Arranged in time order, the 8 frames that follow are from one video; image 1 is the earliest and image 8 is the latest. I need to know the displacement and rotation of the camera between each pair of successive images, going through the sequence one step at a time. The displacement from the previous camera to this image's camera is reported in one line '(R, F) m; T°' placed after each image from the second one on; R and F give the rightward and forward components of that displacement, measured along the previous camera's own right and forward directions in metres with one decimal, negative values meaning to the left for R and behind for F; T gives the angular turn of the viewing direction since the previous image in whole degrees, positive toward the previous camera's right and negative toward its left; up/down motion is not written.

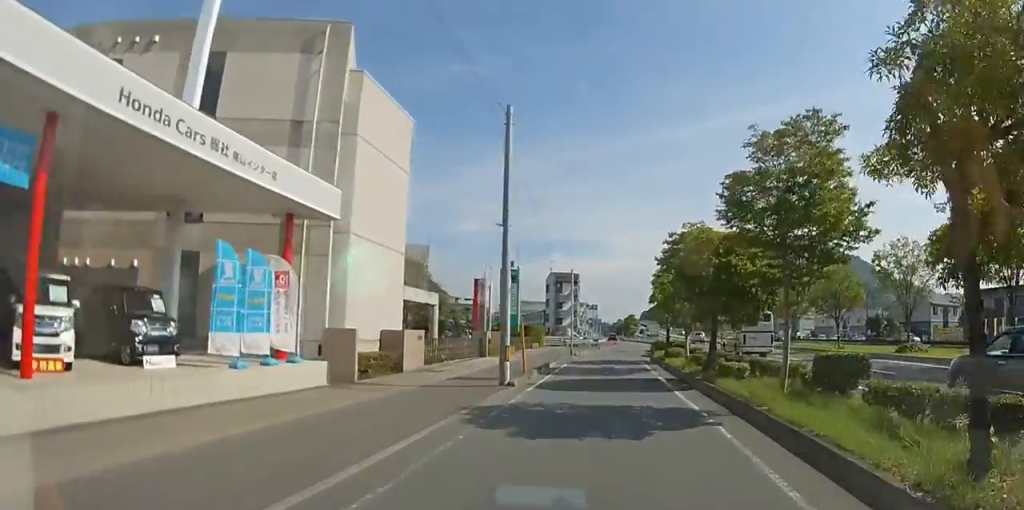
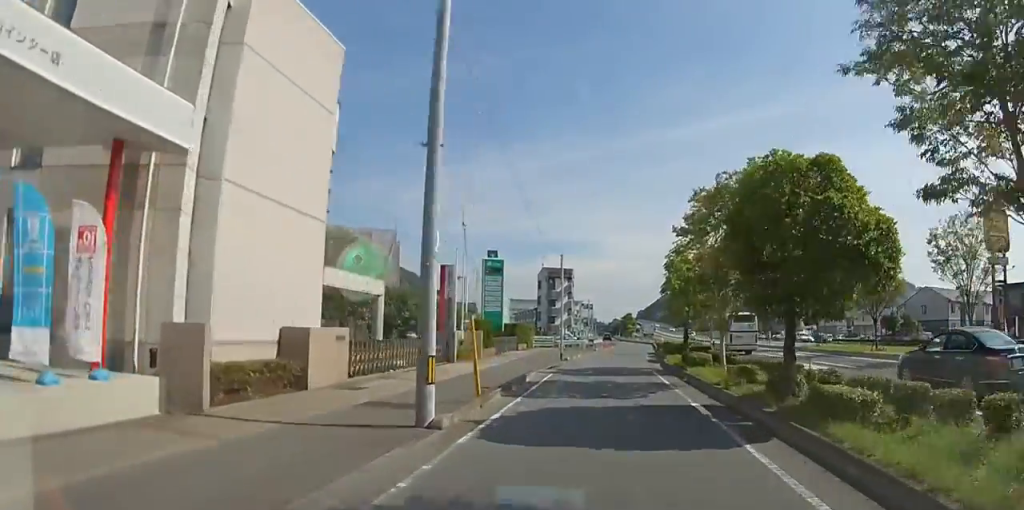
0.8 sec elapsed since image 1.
(0.0, +6.3) m; 0°
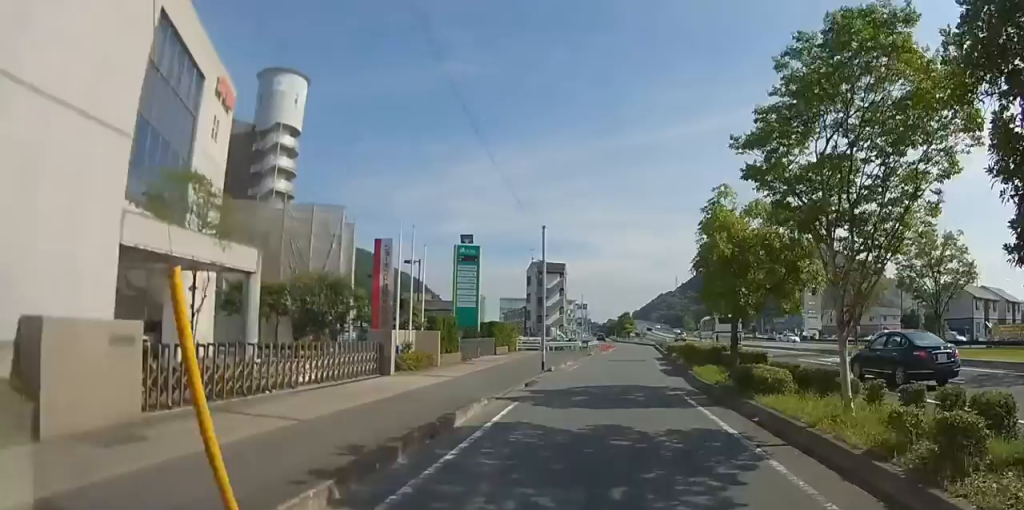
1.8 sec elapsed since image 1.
(0.0, +7.9) m; 0°
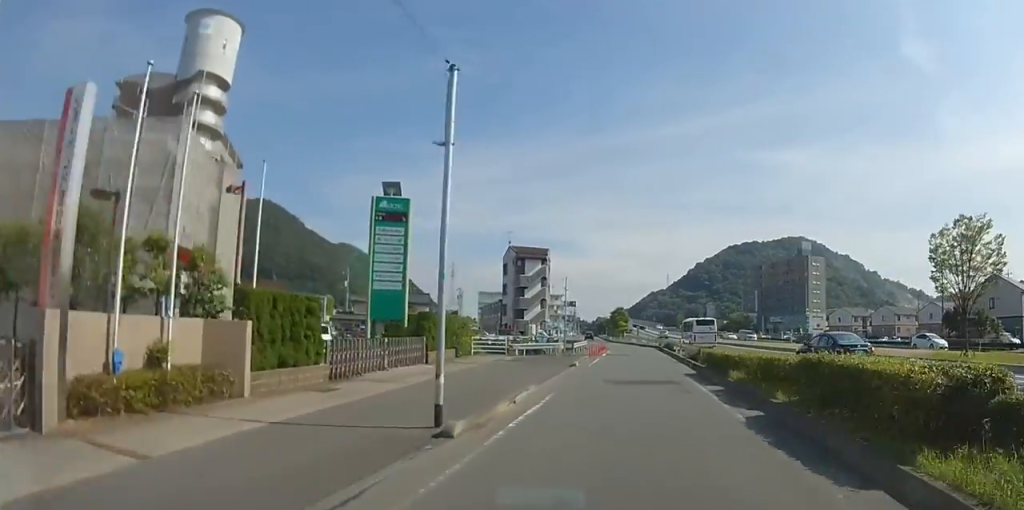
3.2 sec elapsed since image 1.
(+0.1, +12.8) m; +1°
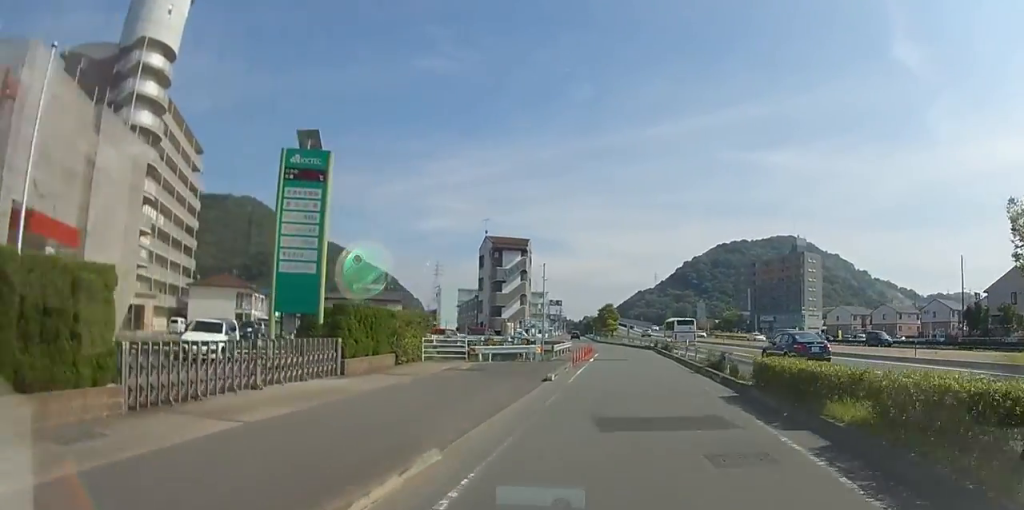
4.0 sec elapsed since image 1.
(0.0, +7.0) m; +1°
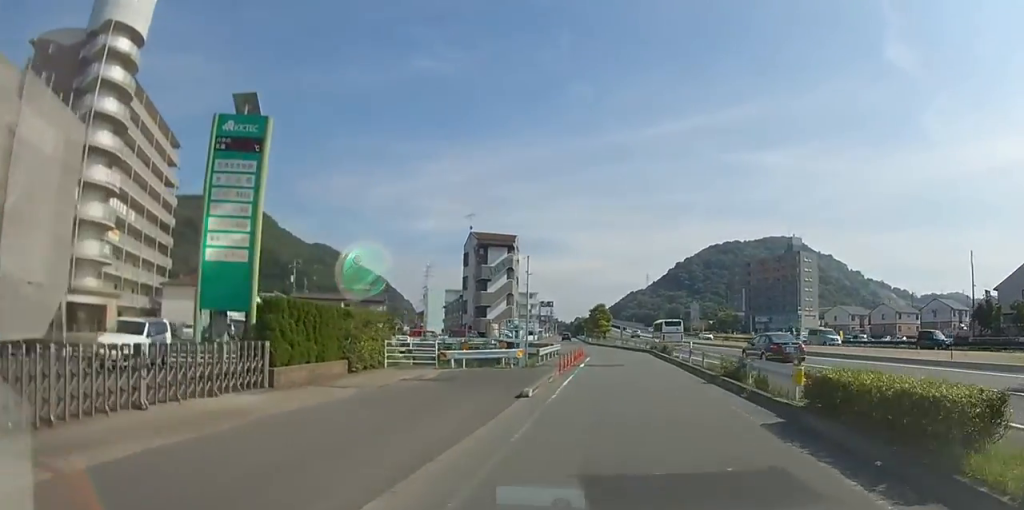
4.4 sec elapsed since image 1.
(0.0, +3.7) m; +1°
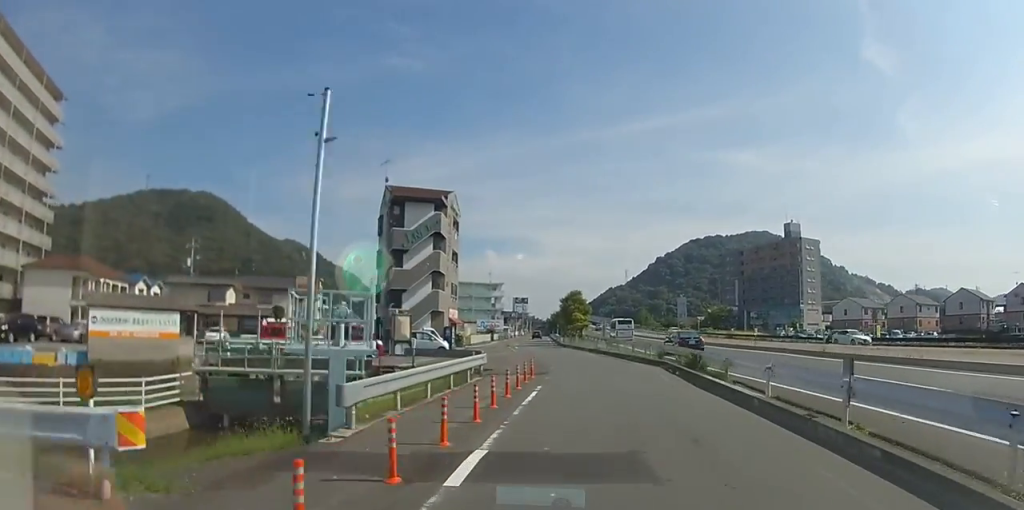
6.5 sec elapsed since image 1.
(+0.5, +19.6) m; +2°
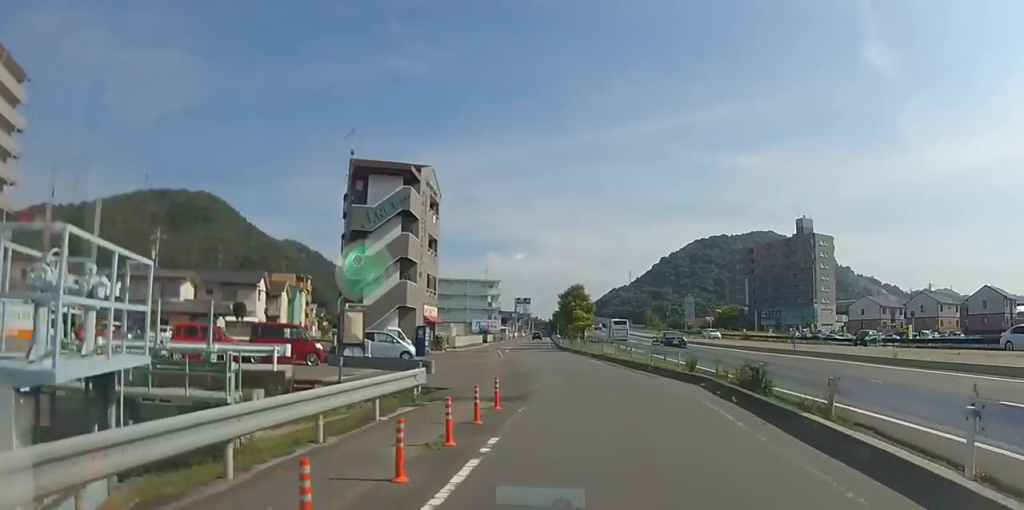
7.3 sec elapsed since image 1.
(0.0, +7.1) m; 0°
